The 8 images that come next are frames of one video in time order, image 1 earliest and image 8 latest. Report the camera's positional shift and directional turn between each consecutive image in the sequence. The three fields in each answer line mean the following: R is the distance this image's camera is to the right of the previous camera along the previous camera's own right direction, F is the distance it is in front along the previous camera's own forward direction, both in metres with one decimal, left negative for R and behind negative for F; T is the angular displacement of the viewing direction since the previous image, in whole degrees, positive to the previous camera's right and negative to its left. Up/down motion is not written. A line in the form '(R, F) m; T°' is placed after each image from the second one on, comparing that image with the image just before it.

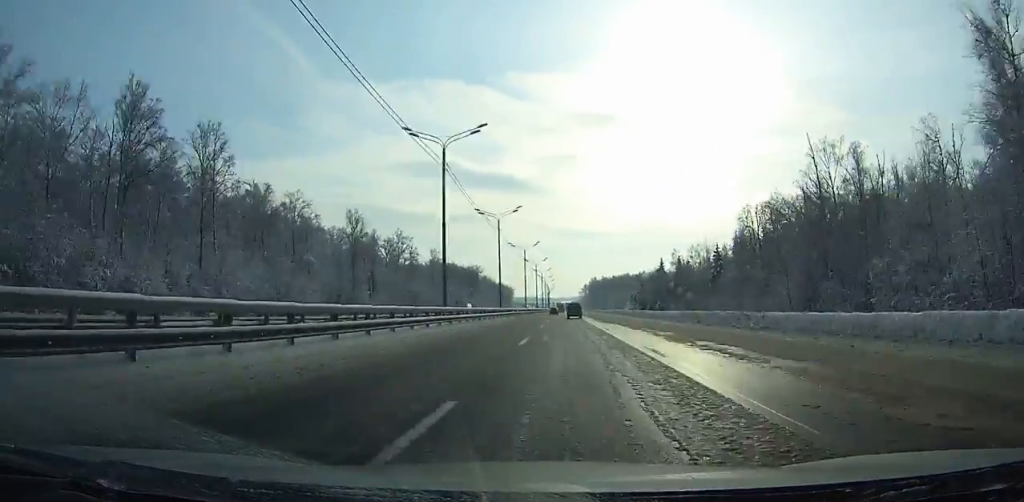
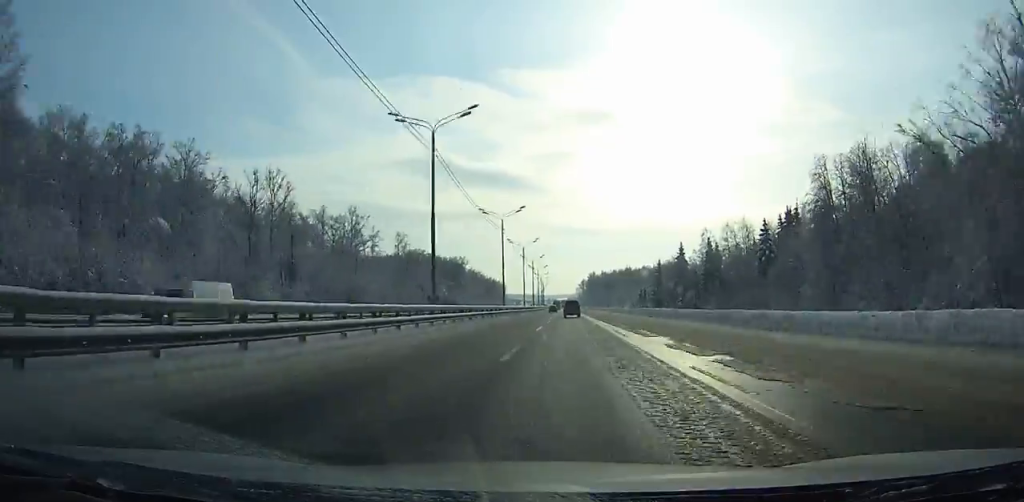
(+0.1, +37.8) m; 0°
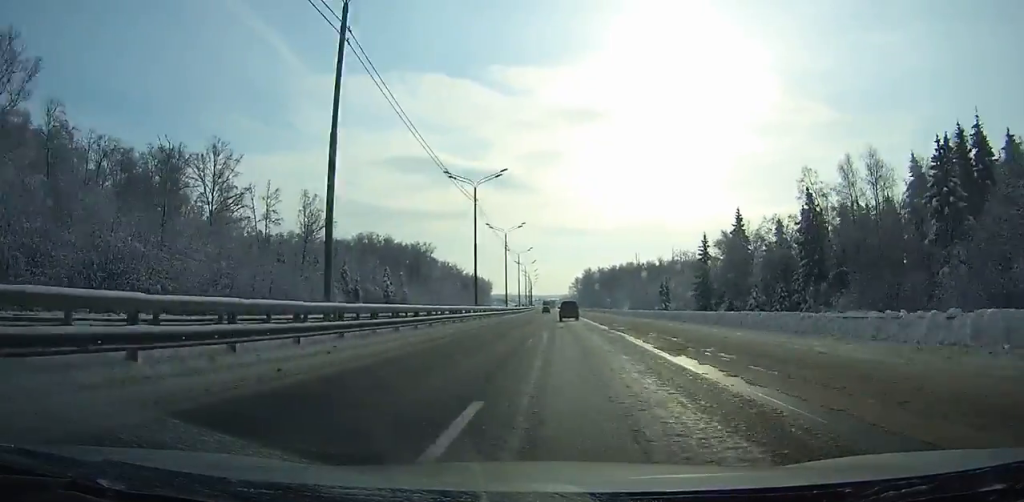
(0.0, +56.9) m; 0°
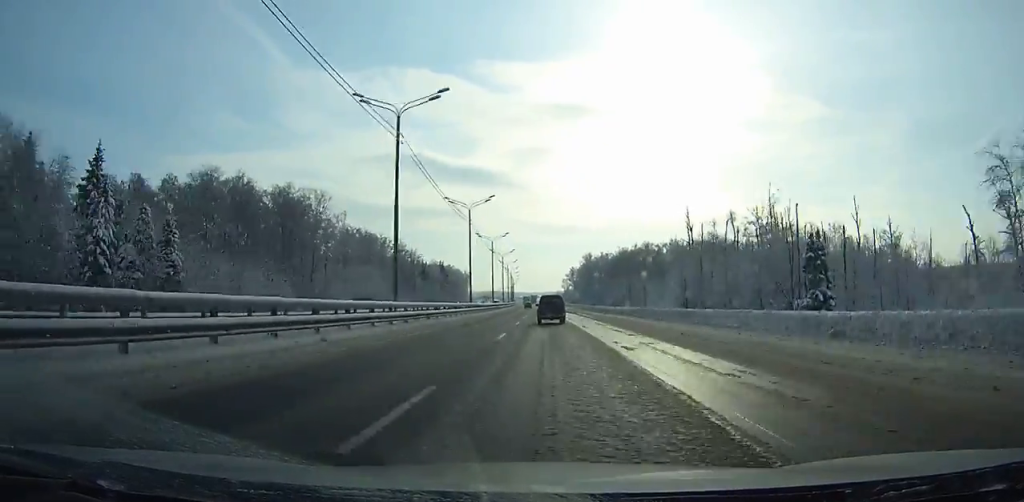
(+0.6, +91.6) m; 0°
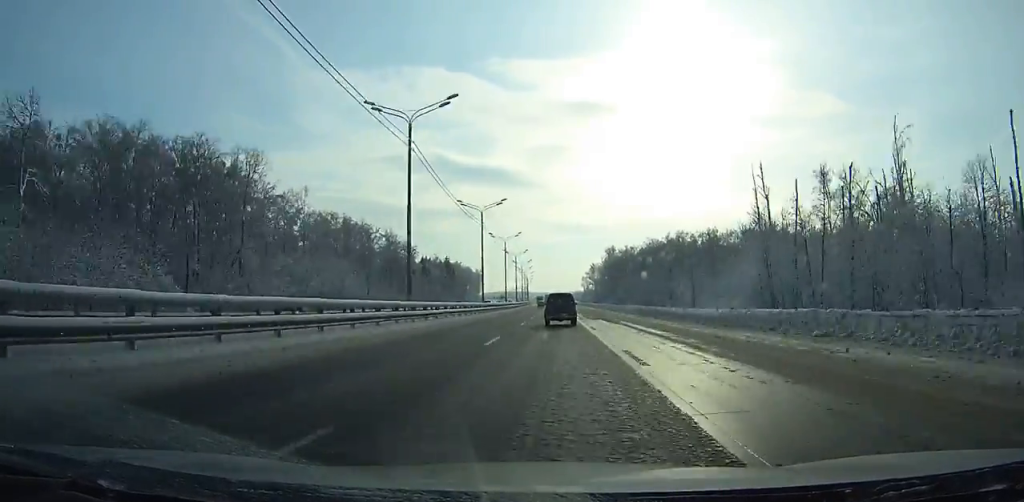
(-0.4, +34.5) m; -1°
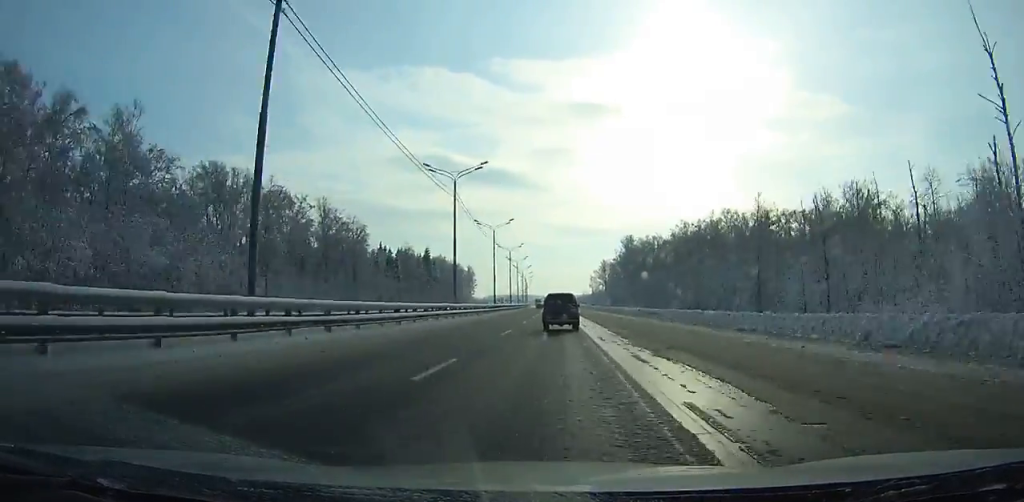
(-0.5, +56.5) m; -1°
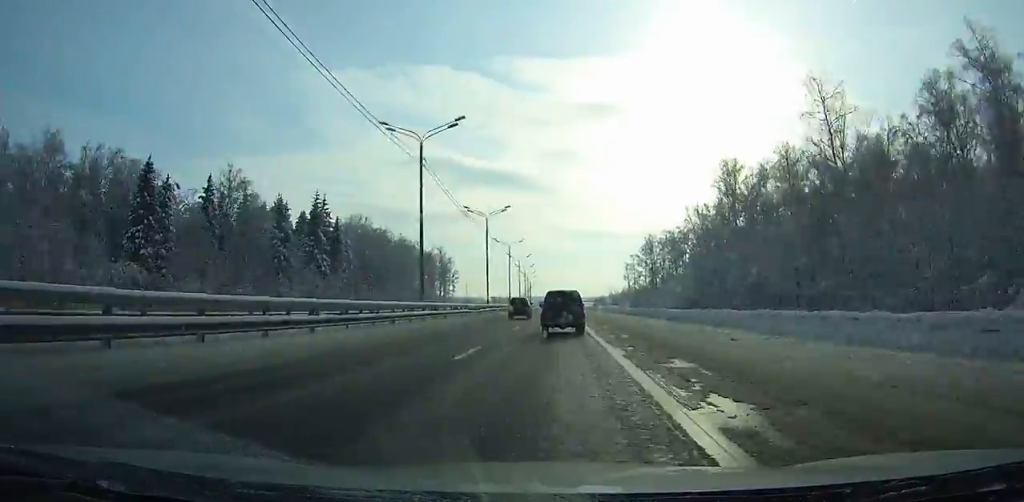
(-1.5, +125.4) m; -1°
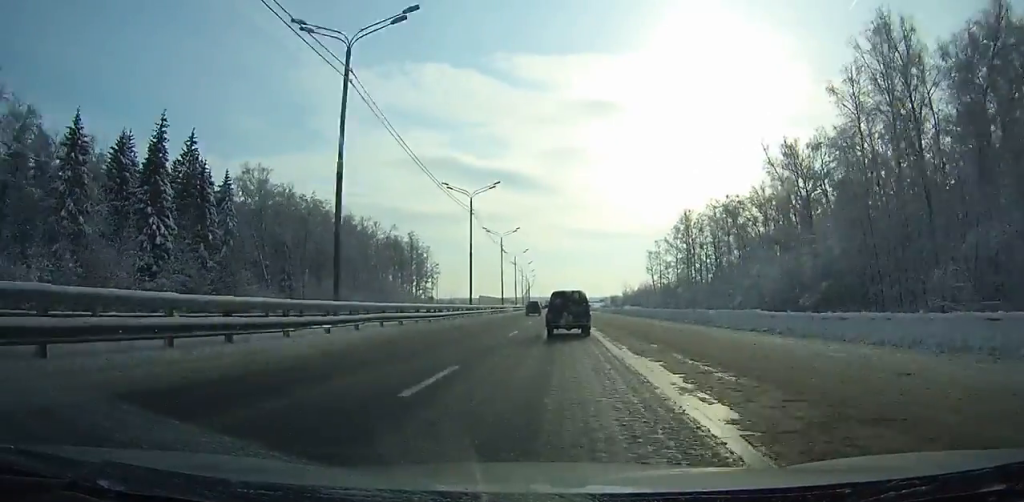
(-0.3, +52.9) m; 0°
